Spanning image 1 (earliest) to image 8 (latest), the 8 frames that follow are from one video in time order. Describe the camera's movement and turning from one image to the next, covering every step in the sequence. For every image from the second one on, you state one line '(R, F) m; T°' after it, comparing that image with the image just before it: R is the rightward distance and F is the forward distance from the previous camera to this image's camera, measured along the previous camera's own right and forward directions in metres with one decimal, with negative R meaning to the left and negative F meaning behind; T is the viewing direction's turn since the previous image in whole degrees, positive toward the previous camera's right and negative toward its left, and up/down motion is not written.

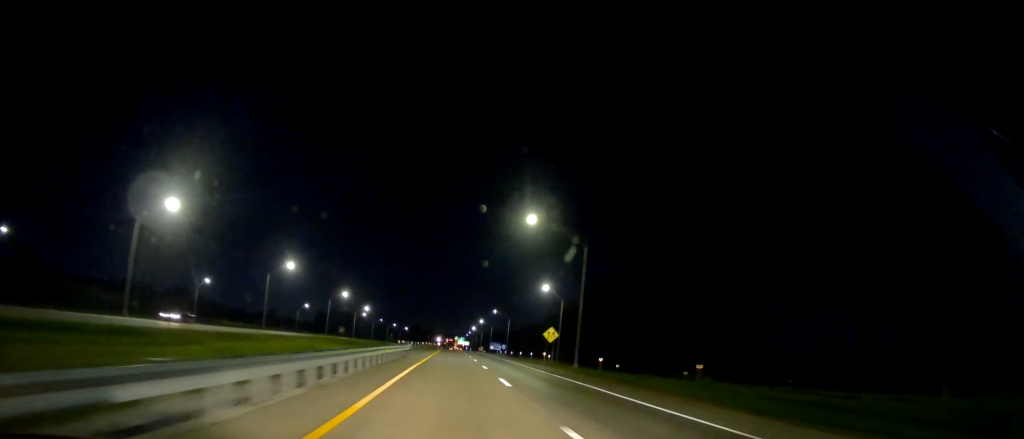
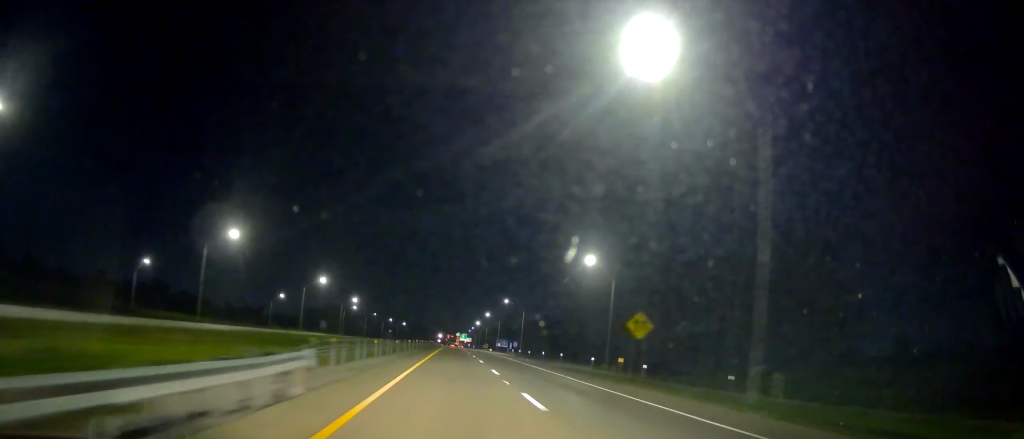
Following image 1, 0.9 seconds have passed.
(-0.4, +30.4) m; 0°
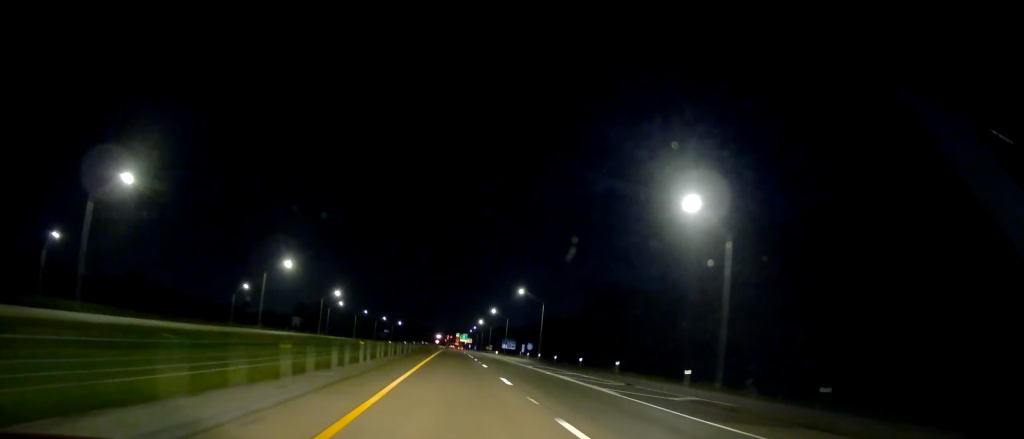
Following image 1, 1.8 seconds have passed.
(+0.2, +29.4) m; 0°
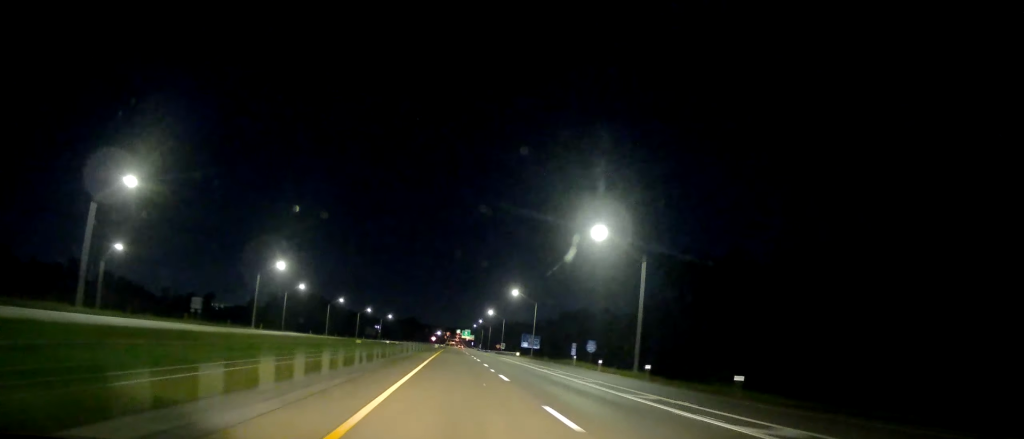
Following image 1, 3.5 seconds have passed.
(+0.2, +55.9) m; 0°
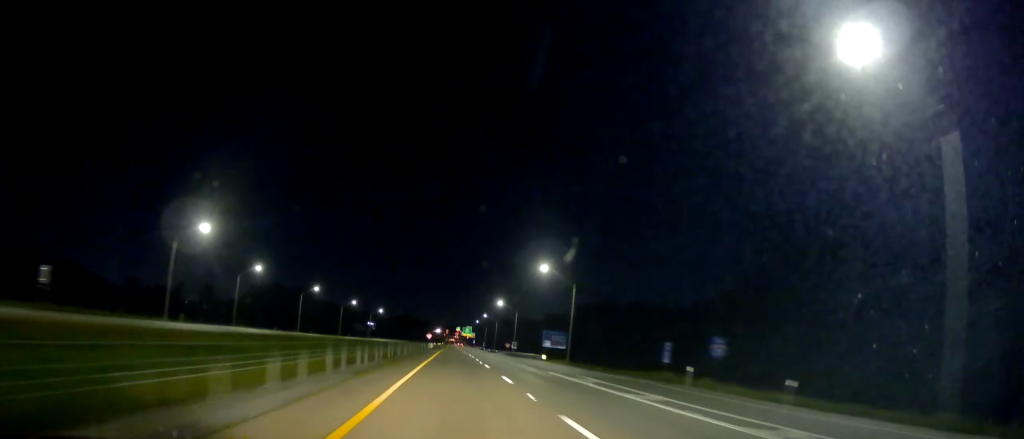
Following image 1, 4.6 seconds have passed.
(+0.1, +35.4) m; 0°
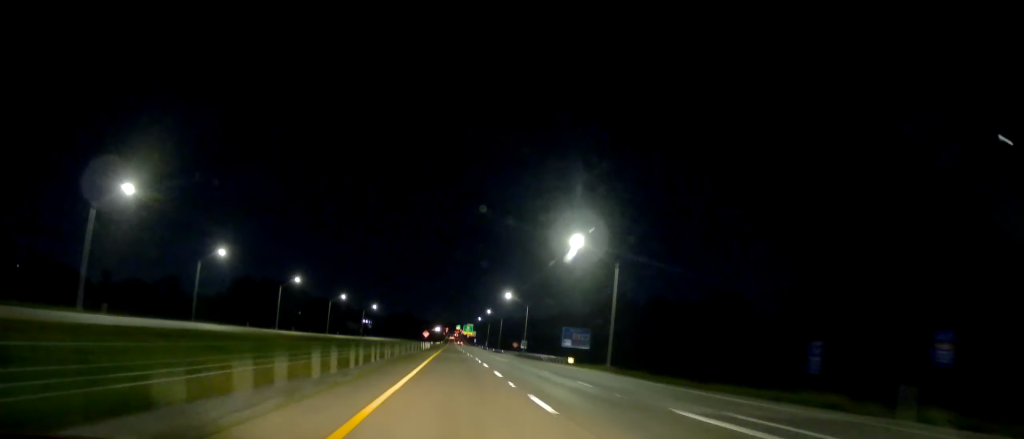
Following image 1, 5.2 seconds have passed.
(0.0, +20.1) m; 0°
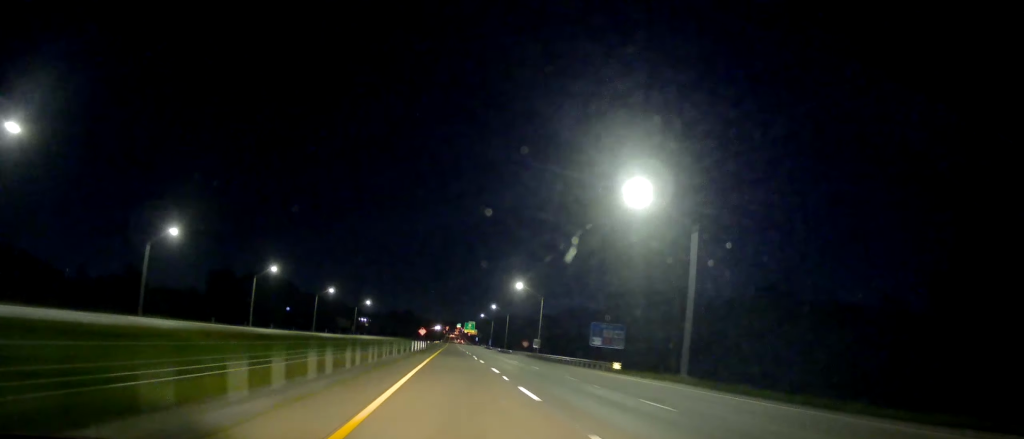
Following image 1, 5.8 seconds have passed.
(0.0, +19.2) m; 0°
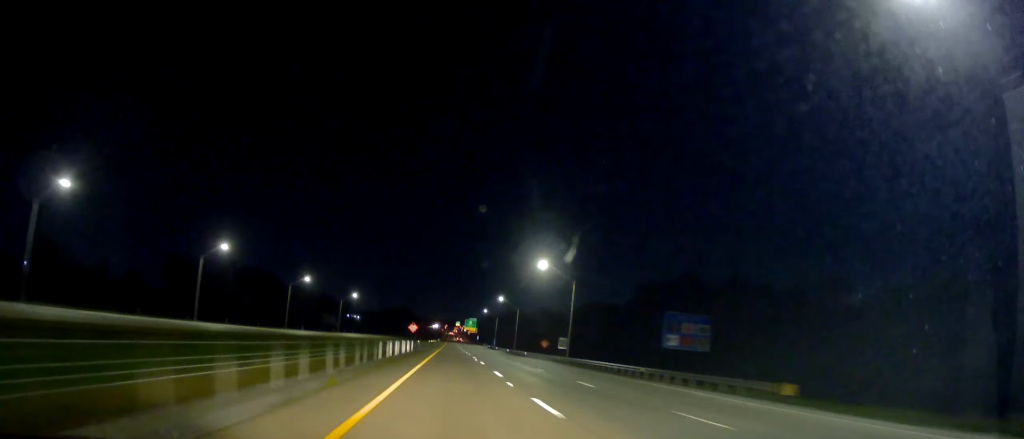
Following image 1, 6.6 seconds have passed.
(+0.1, +27.2) m; +1°
